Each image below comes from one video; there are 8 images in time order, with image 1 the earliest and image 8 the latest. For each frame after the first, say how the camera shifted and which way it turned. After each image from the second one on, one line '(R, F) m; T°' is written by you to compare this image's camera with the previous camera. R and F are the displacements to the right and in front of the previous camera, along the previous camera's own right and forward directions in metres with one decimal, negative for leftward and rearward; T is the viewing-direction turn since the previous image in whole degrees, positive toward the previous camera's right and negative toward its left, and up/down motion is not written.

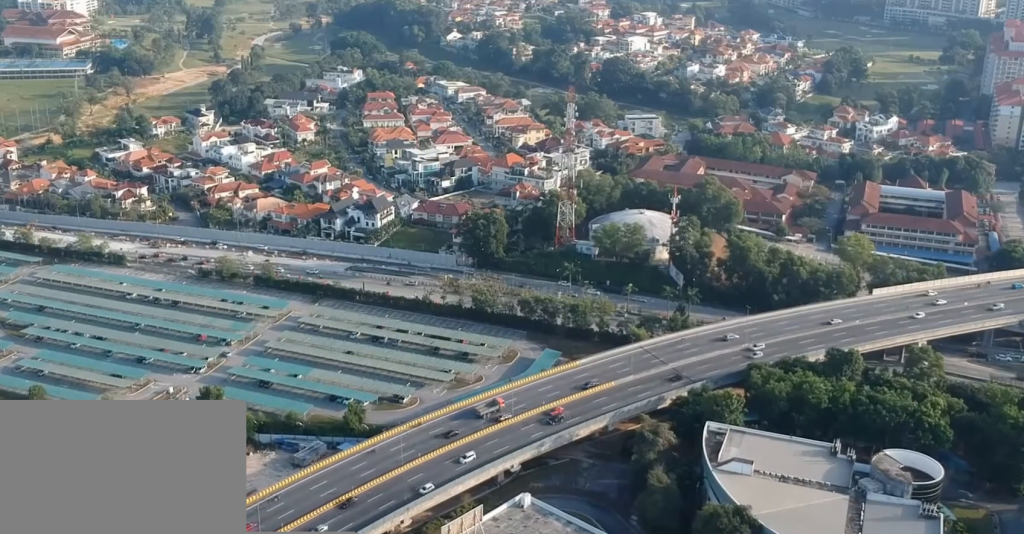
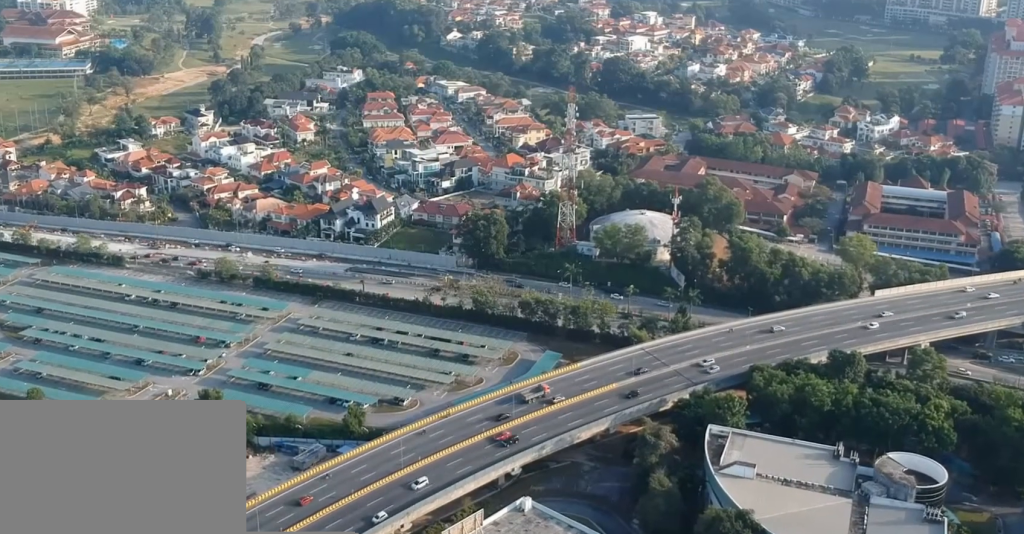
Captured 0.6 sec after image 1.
(0.0, +1.7) m; -1°
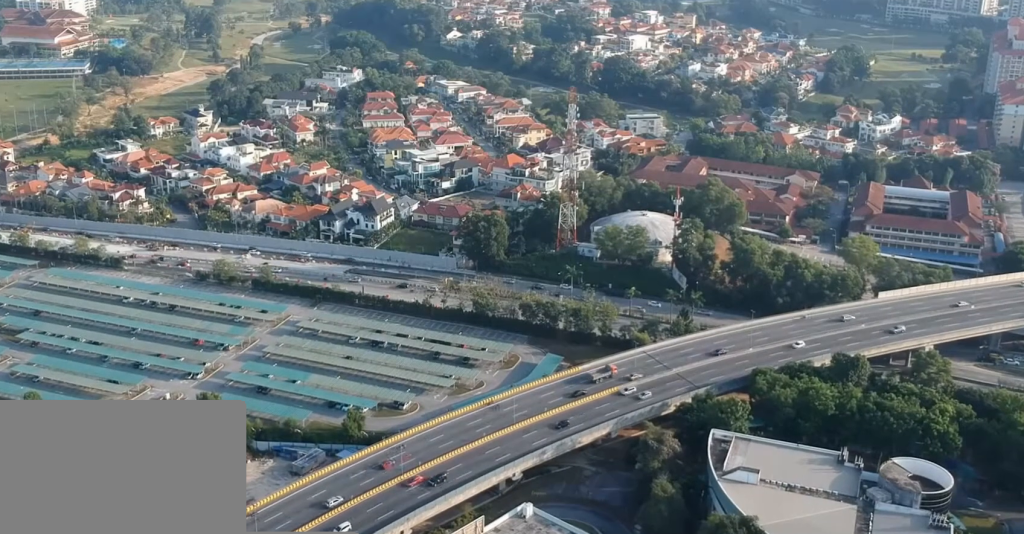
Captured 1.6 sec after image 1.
(-0.1, +2.4) m; -2°
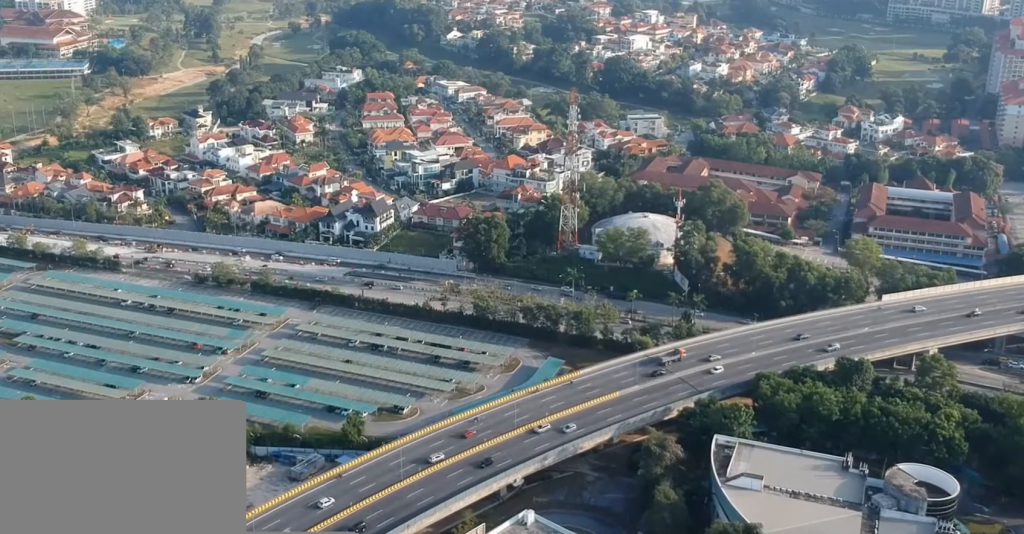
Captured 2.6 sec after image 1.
(0.0, +2.4) m; 0°
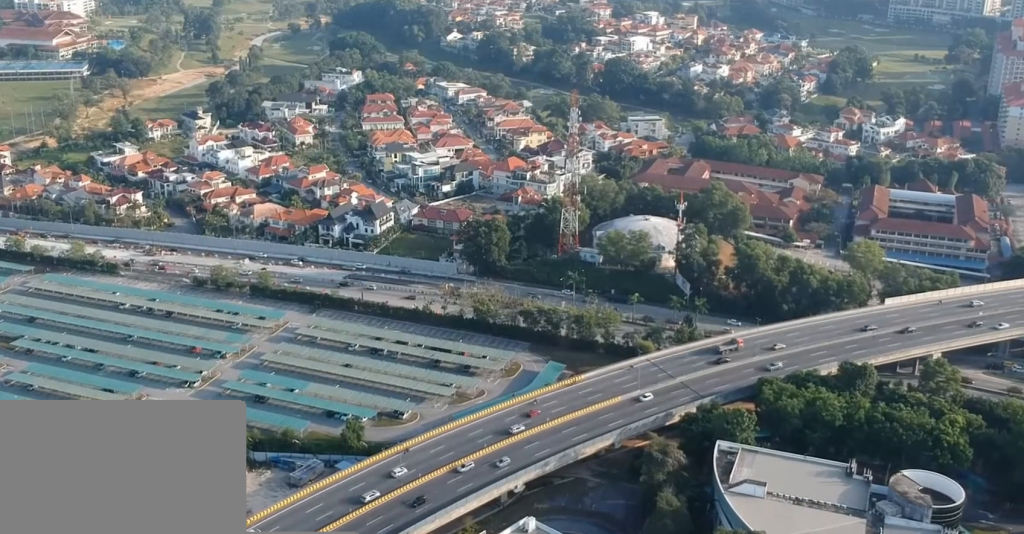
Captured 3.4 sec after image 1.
(0.0, +2.0) m; 0°
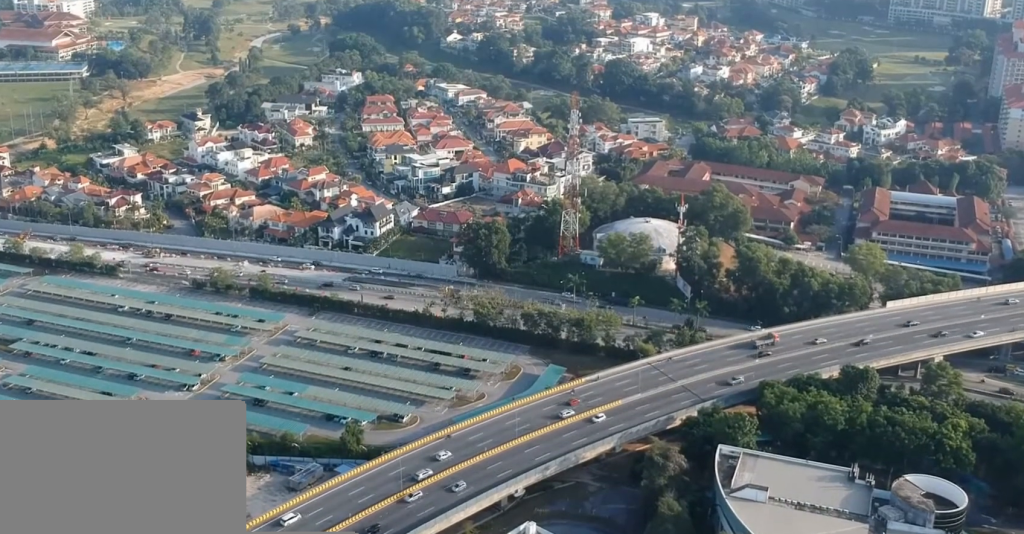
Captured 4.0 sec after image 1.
(0.0, +1.2) m; 0°
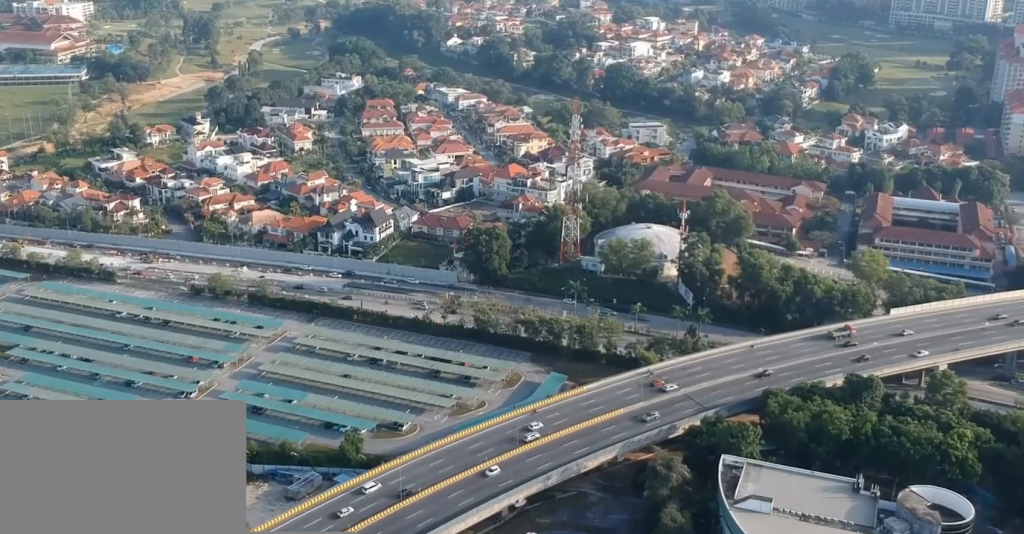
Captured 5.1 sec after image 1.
(0.0, +2.7) m; 0°
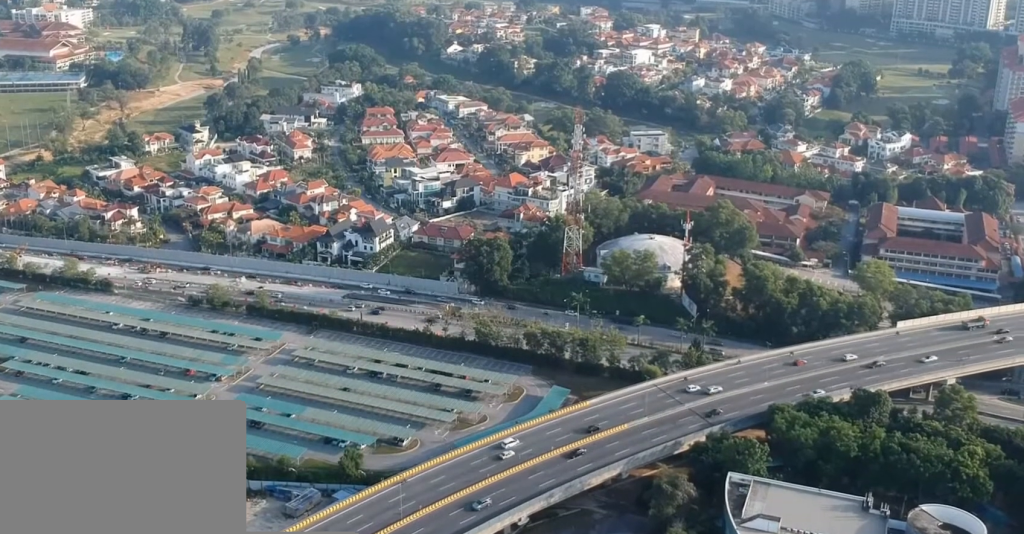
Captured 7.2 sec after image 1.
(+0.1, +5.0) m; +1°
